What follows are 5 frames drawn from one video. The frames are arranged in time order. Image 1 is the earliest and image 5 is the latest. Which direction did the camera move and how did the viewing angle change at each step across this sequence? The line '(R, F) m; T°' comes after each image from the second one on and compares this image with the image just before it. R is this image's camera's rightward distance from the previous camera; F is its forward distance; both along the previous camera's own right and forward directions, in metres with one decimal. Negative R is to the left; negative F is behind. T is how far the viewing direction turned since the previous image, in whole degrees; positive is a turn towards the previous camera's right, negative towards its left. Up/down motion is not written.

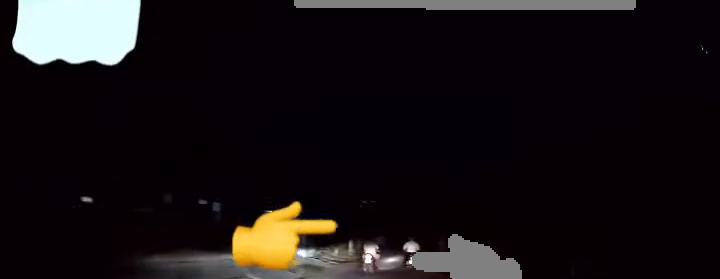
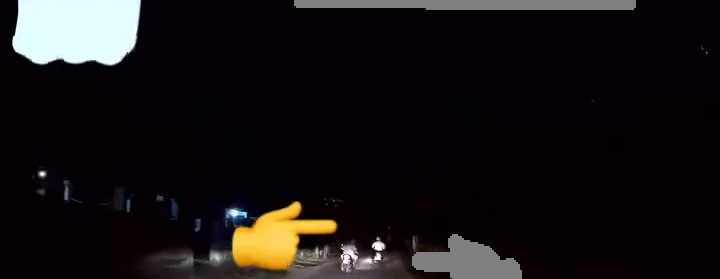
(+0.1, +2.3) m; +1°
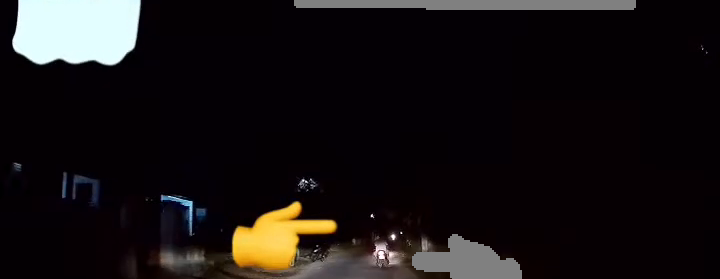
(+0.2, +9.2) m; +5°
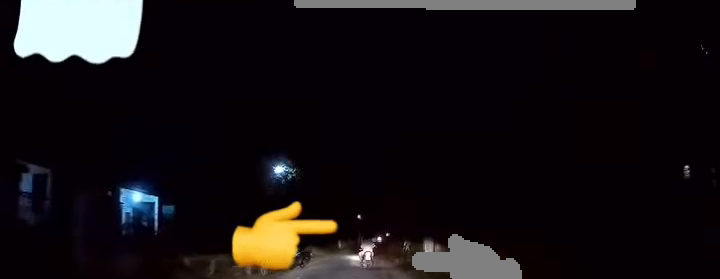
(0.0, +3.4) m; +1°
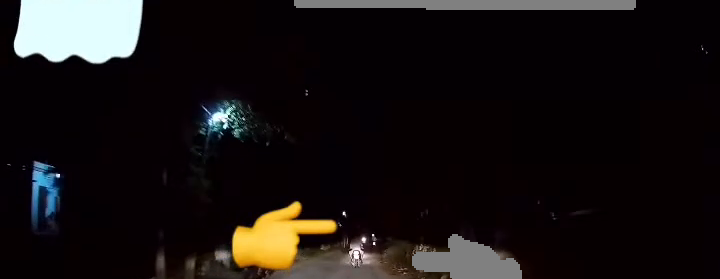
(0.0, +6.4) m; 0°
